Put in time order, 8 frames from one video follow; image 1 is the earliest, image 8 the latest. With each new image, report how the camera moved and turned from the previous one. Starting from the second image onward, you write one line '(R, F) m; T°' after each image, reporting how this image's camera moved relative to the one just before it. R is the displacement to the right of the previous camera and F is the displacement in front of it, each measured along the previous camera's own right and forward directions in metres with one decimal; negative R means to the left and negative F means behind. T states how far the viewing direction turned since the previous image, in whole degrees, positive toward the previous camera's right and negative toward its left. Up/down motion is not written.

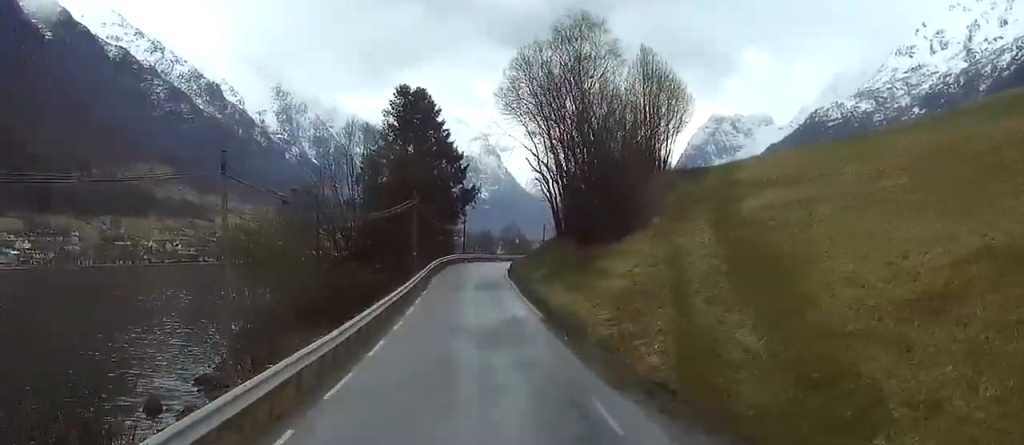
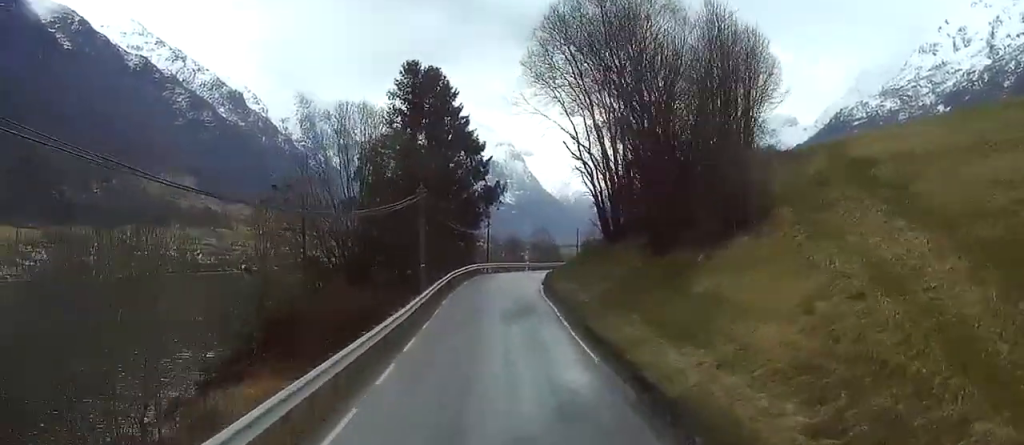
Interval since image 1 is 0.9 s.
(-0.1, +15.5) m; 0°
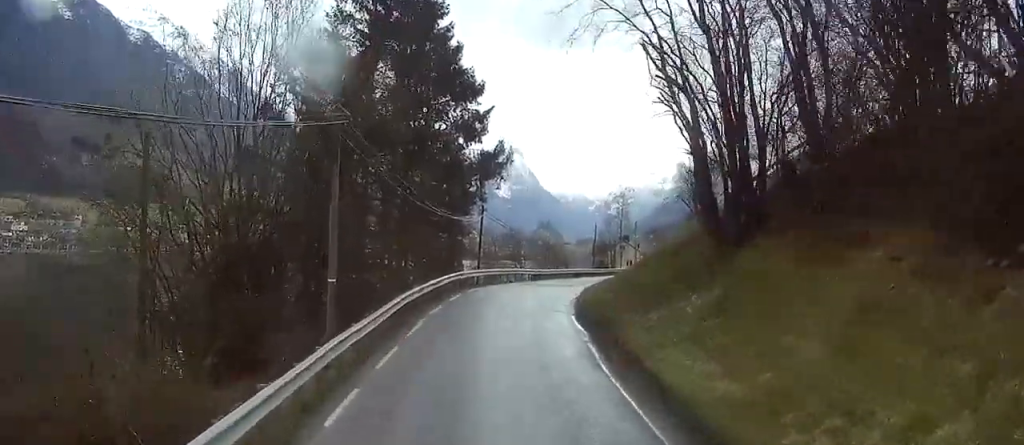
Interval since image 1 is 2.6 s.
(+0.2, +29.4) m; 0°
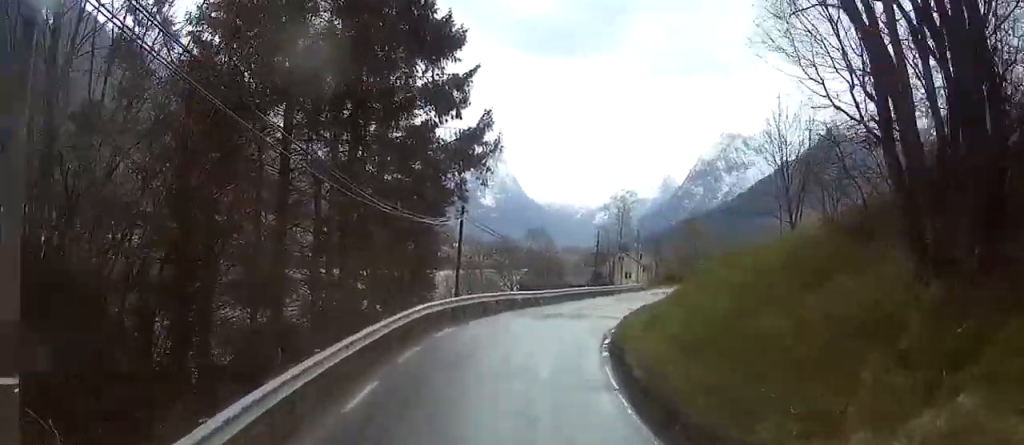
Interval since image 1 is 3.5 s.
(0.0, +16.1) m; +1°
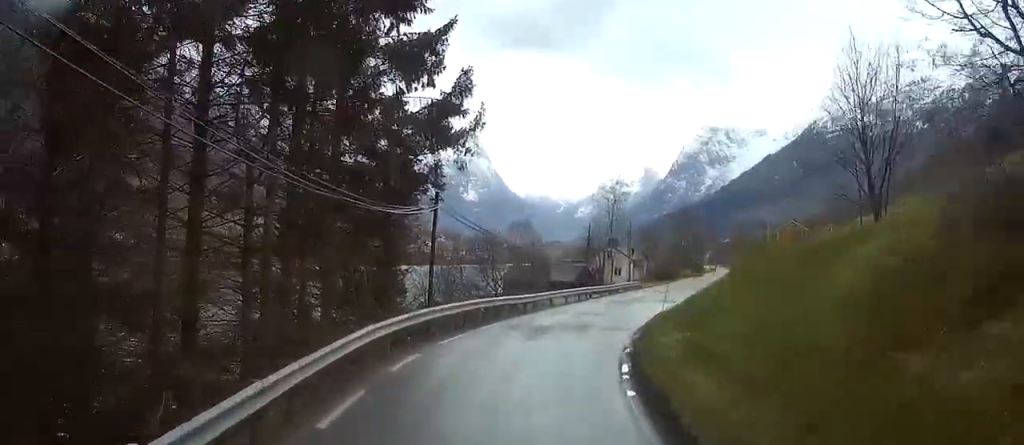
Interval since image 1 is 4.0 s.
(-0.1, +7.9) m; +1°
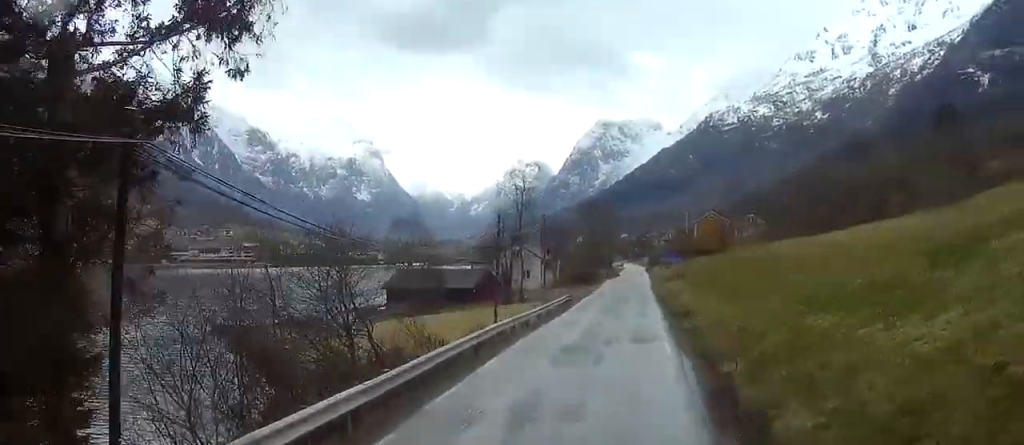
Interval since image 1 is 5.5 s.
(+1.5, +25.6) m; +8°
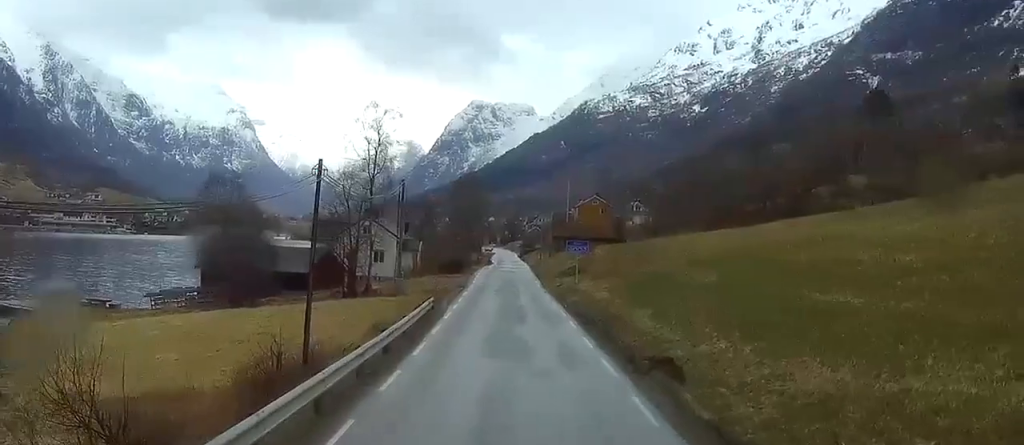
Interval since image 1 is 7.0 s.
(+1.8, +24.5) m; +8°
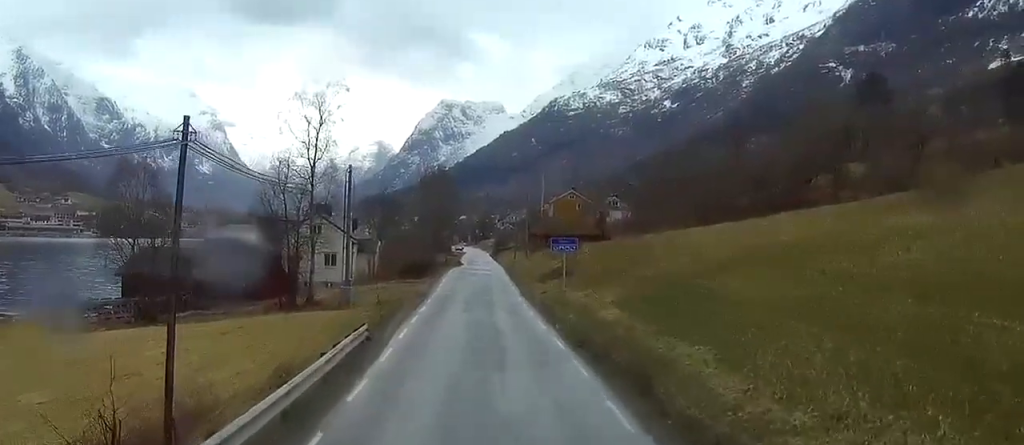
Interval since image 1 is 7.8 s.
(+0.4, +13.1) m; +2°
